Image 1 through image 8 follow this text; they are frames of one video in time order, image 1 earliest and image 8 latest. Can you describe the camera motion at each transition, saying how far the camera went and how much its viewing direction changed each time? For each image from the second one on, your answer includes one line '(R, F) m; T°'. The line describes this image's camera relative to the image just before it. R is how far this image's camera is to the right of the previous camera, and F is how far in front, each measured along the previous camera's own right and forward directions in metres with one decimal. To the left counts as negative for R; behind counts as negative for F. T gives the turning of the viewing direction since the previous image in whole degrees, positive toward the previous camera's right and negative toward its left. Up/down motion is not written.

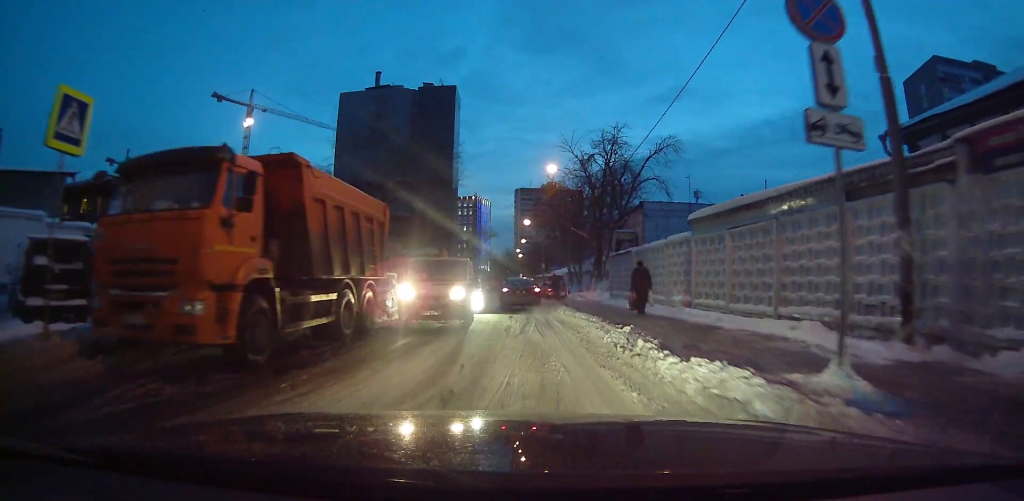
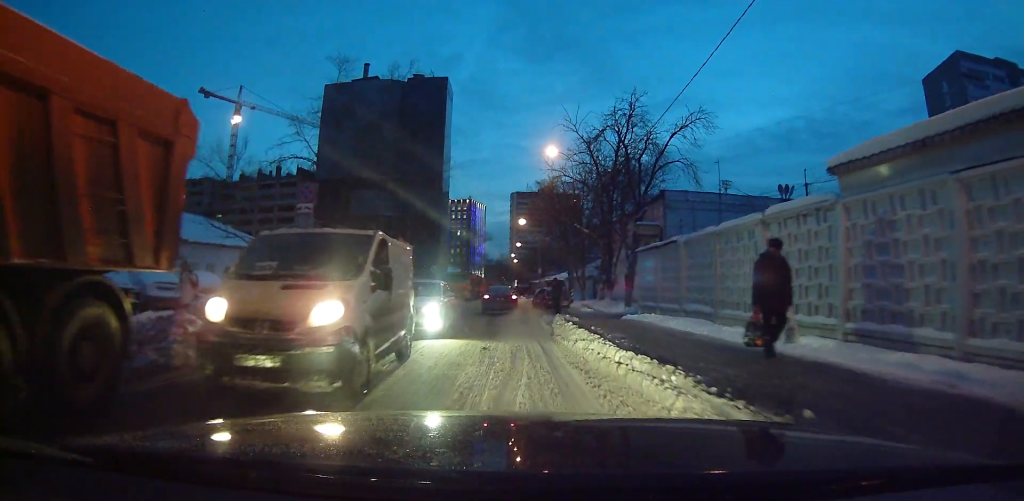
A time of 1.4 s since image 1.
(+0.1, +8.4) m; +1°
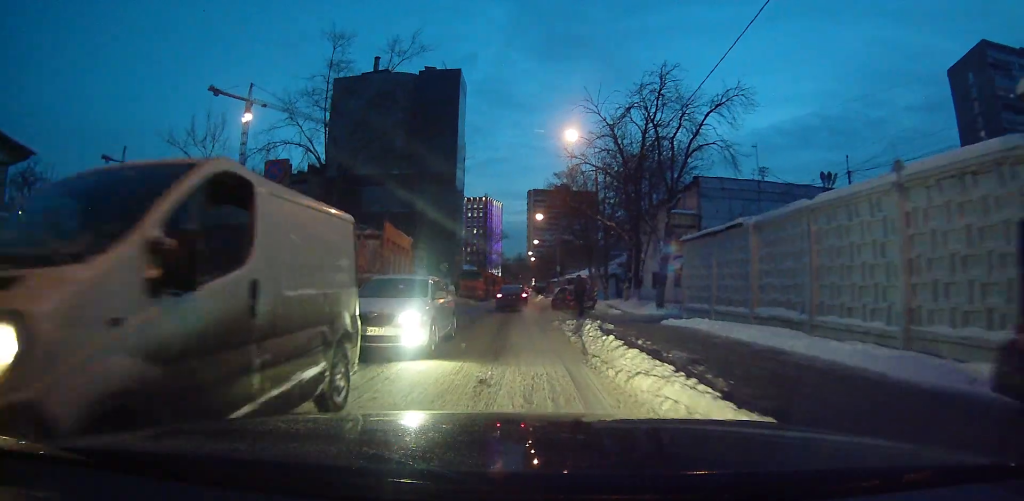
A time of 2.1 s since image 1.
(0.0, +4.1) m; 0°
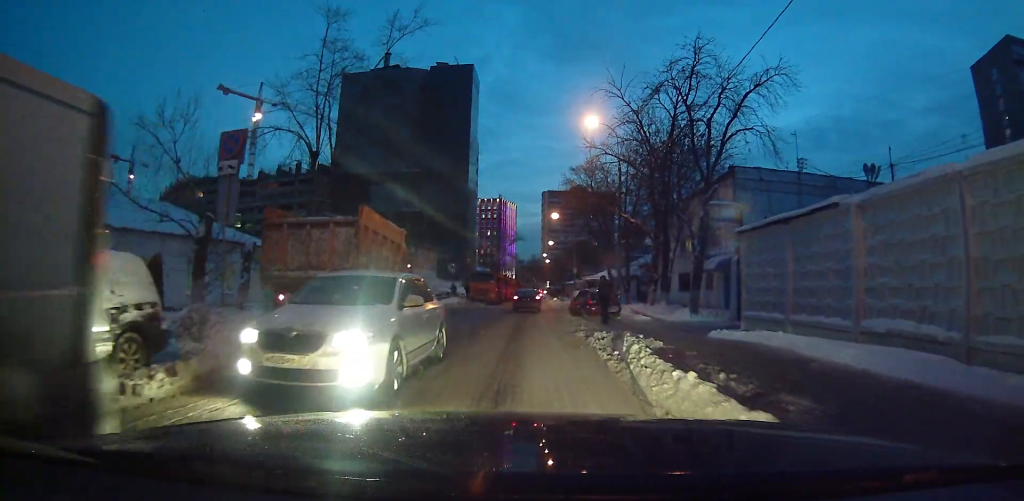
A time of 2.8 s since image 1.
(0.0, +4.2) m; 0°
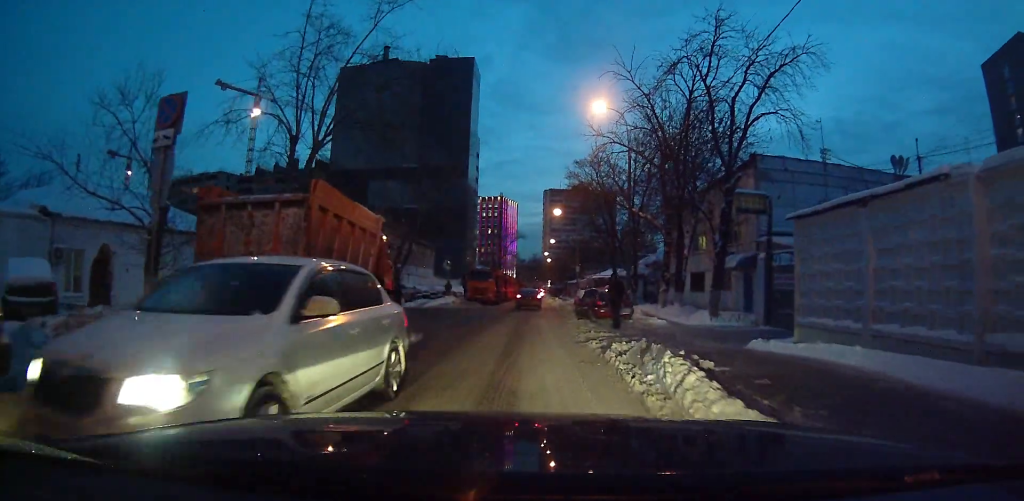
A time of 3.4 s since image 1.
(0.0, +3.7) m; 0°
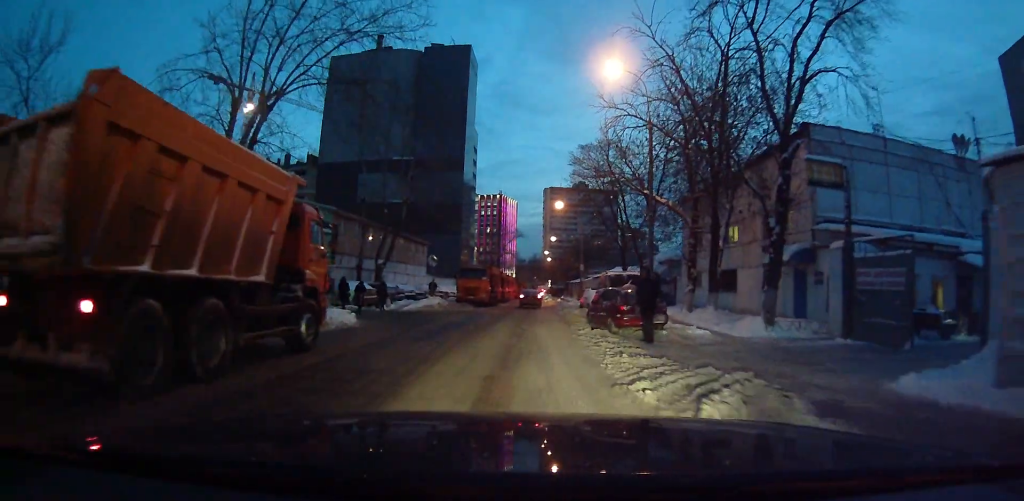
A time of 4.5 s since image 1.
(-0.1, +7.5) m; -2°
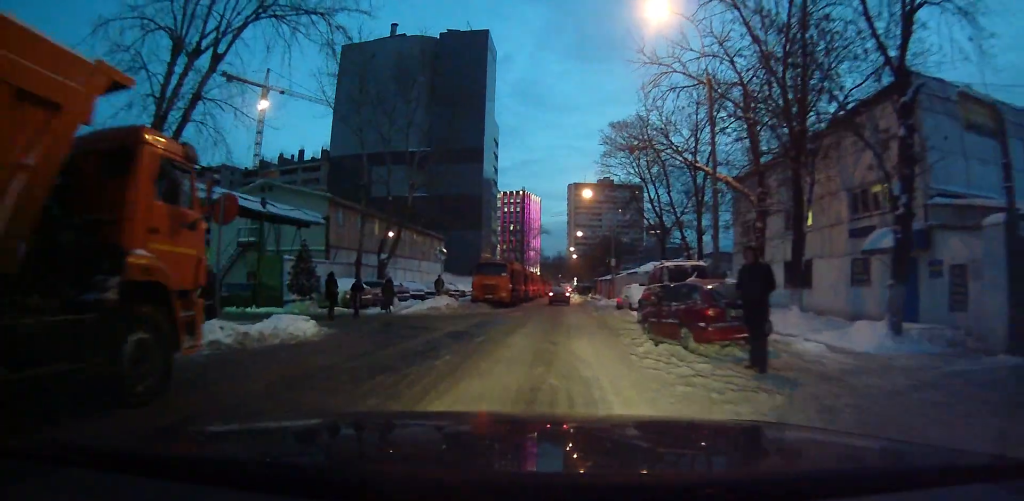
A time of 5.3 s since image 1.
(-0.1, +6.6) m; -1°
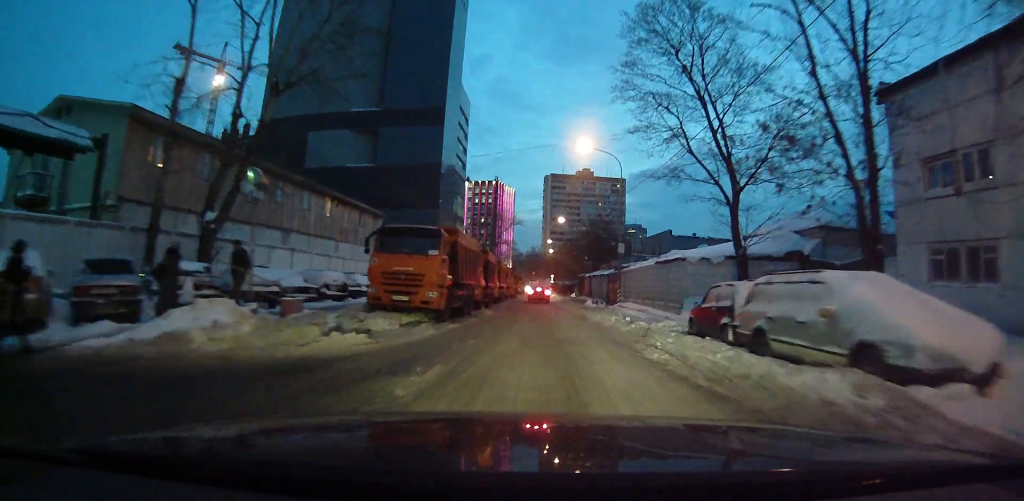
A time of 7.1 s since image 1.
(-0.1, +17.6) m; +1°
